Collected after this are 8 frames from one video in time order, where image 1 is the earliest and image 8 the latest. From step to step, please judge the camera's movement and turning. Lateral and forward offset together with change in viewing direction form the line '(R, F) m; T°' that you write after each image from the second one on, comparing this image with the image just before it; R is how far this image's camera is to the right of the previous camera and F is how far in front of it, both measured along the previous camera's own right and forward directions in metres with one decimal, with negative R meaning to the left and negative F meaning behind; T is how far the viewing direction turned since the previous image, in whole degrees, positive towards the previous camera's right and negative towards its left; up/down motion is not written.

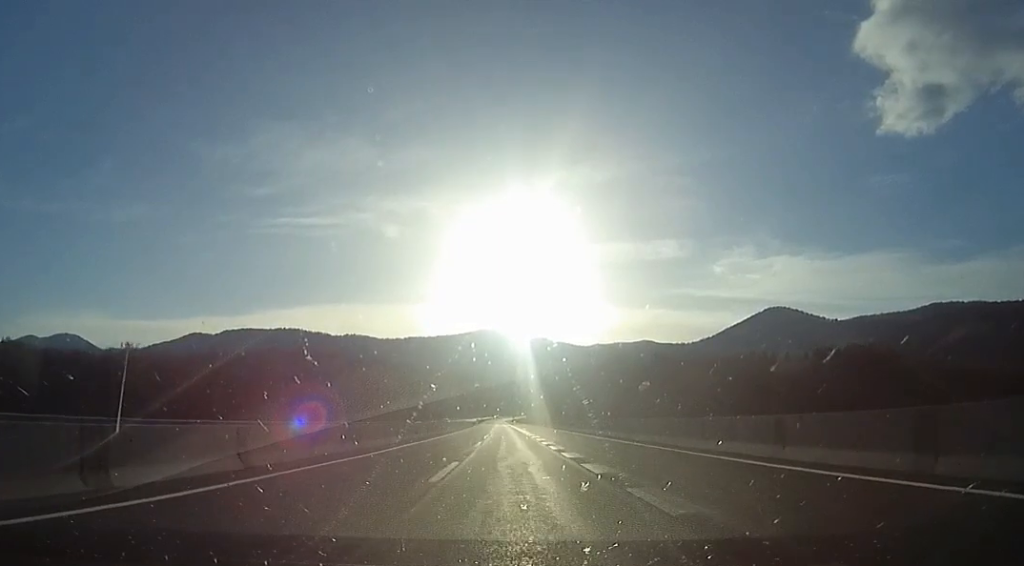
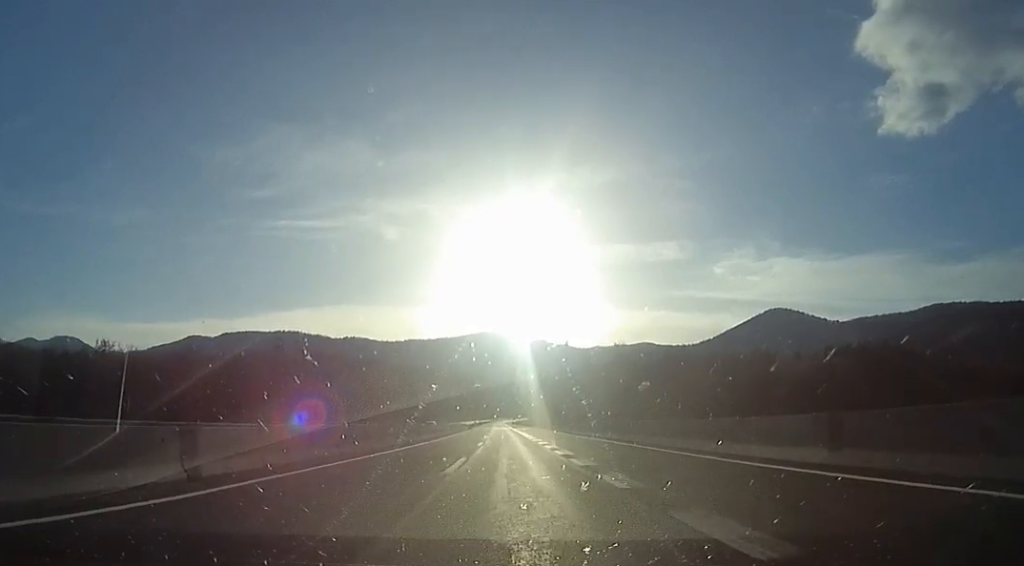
(0.0, +14.8) m; 0°
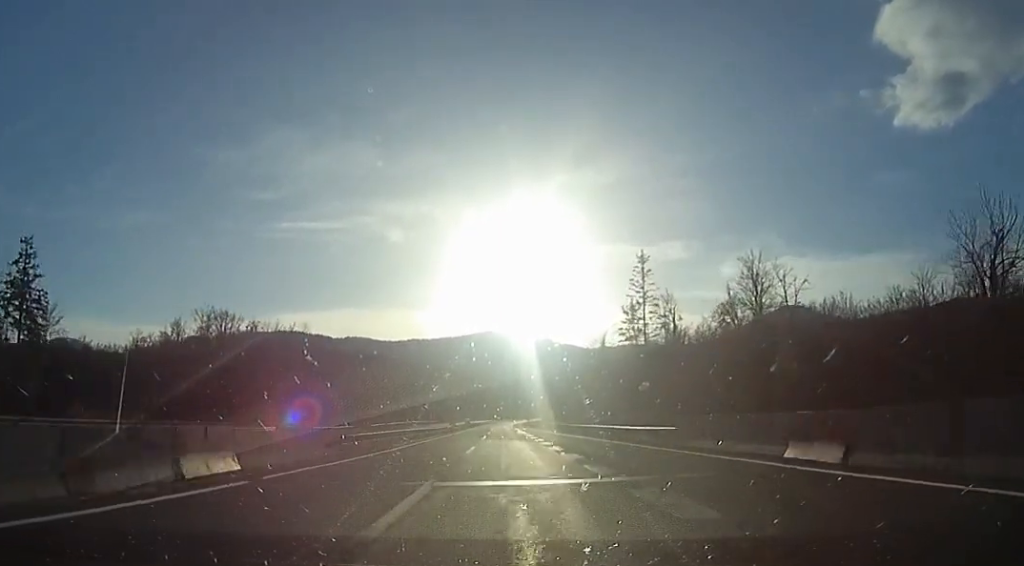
(0.0, +99.3) m; 0°
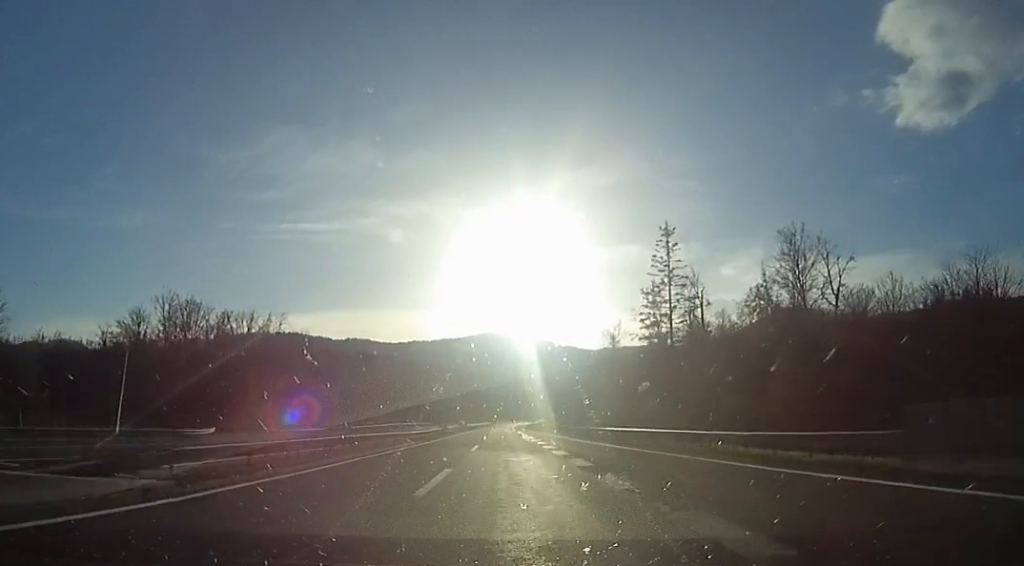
(0.0, +14.2) m; 0°
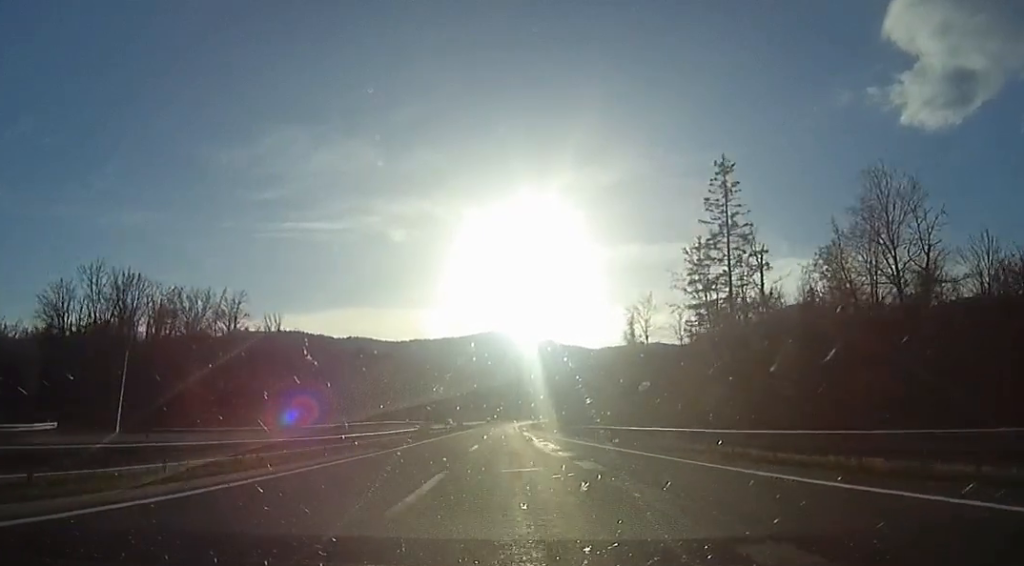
(0.0, +20.4) m; 0°
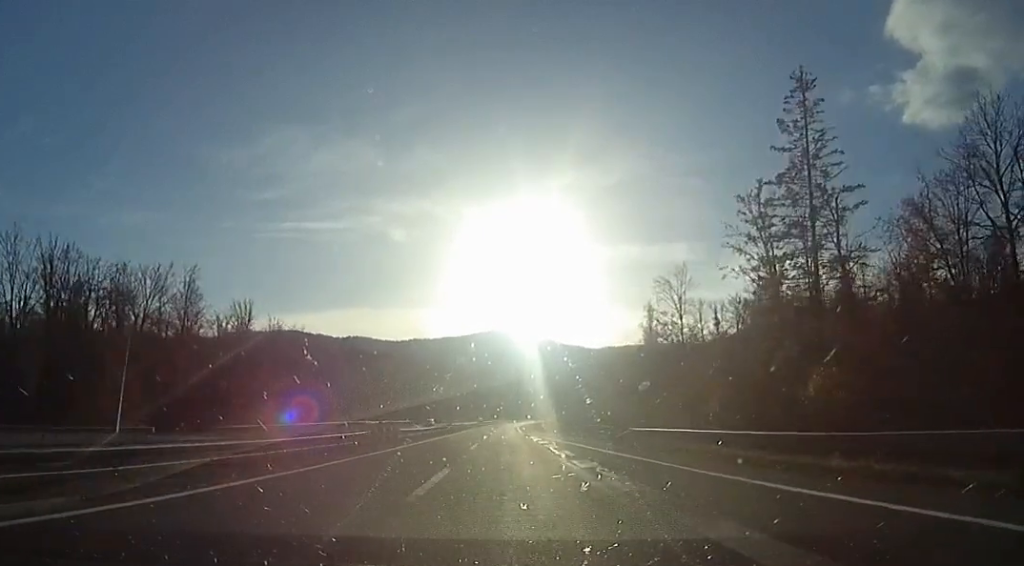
(0.0, +16.6) m; 0°
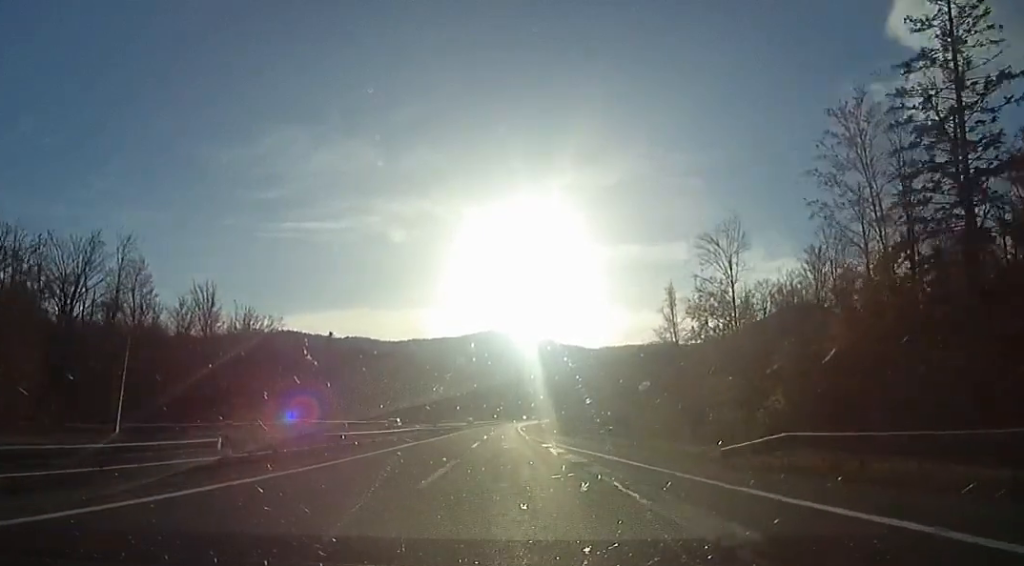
(0.0, +16.1) m; -1°
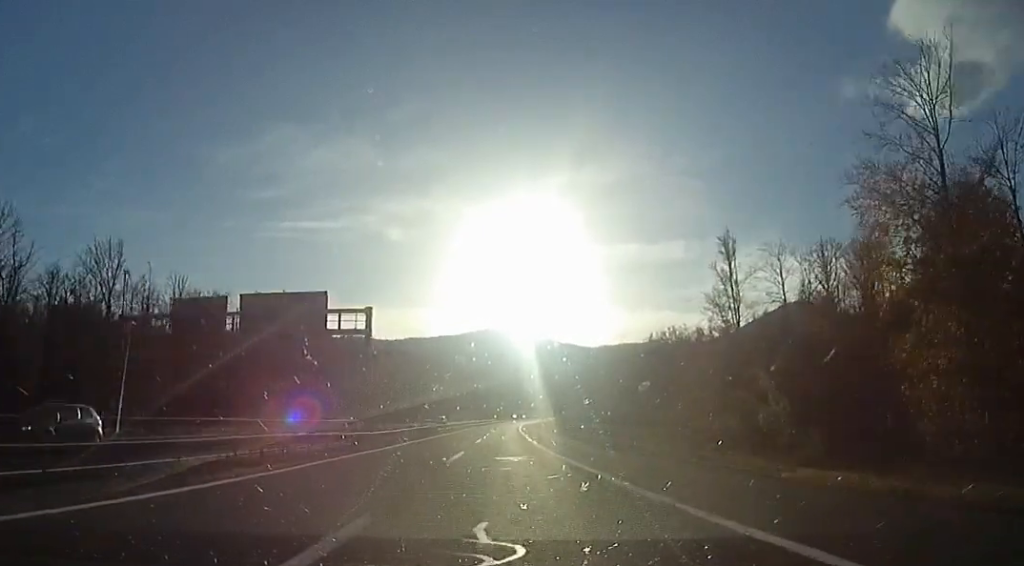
(-0.4, +27.8) m; -1°
